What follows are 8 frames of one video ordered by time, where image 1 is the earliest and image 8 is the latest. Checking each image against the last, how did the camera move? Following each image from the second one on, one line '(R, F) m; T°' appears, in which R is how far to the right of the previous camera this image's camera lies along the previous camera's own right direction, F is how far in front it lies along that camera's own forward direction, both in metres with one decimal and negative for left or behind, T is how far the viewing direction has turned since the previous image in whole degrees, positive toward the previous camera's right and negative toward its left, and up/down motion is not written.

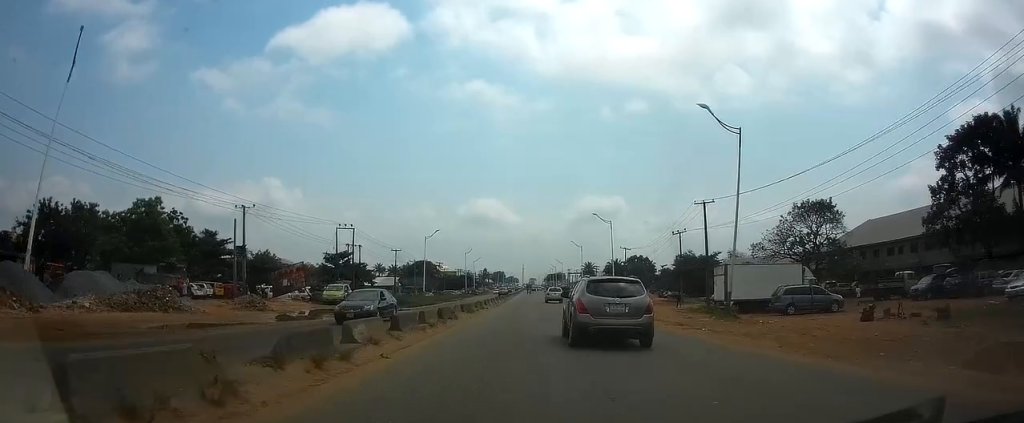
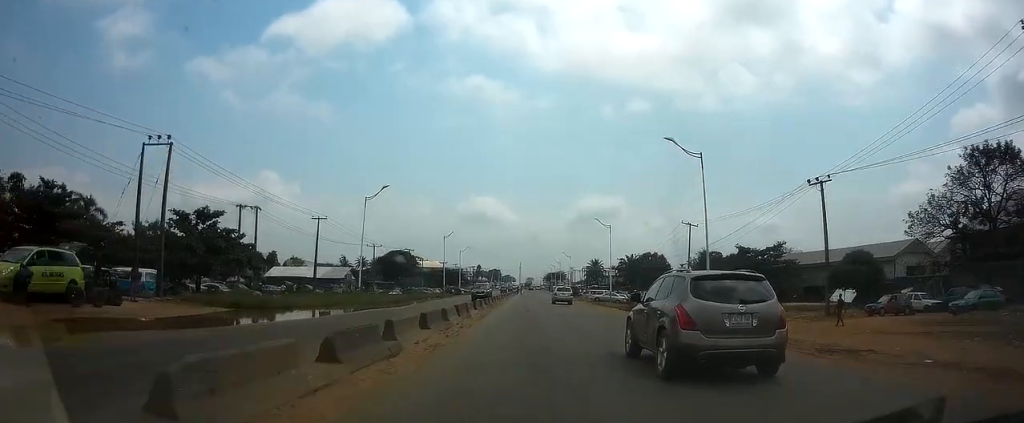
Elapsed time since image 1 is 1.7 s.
(+0.1, +36.3) m; +1°
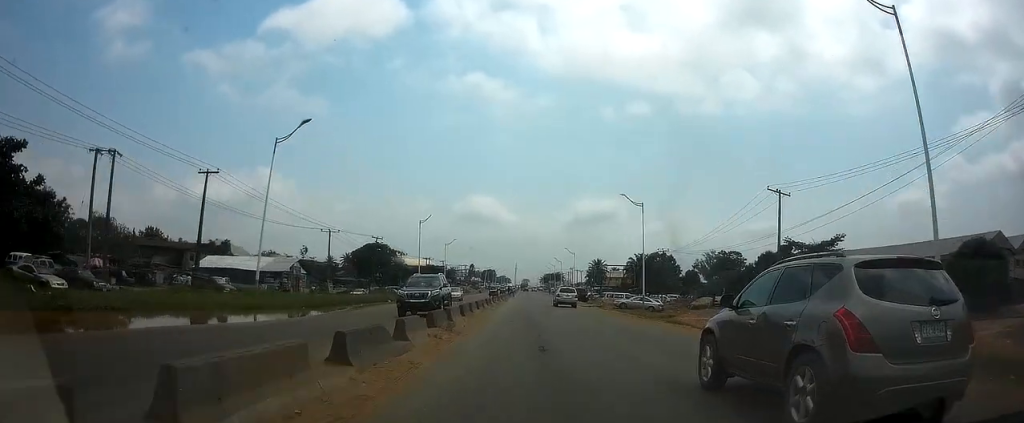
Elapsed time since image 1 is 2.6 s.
(+0.1, +21.3) m; 0°
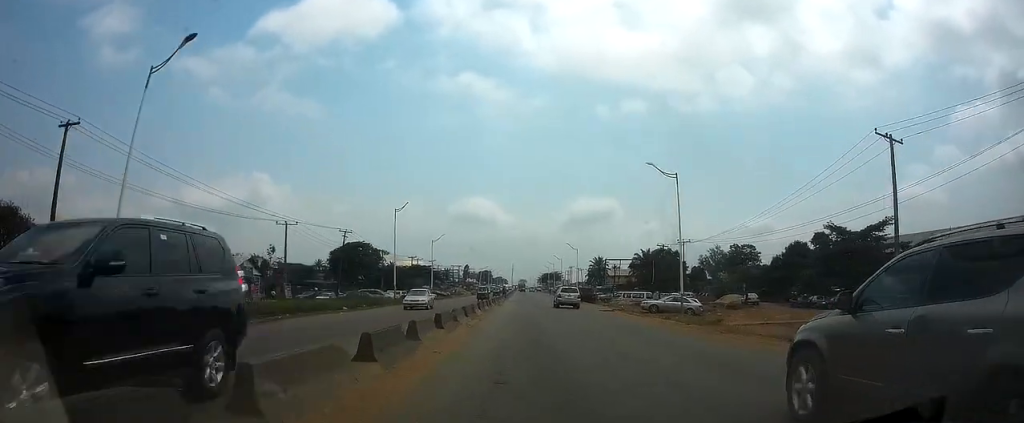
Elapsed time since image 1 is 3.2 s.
(0.0, +13.5) m; 0°
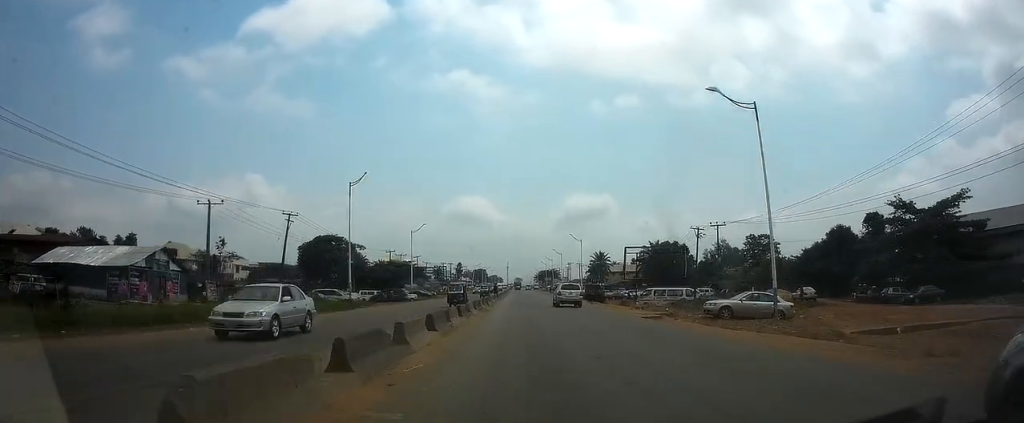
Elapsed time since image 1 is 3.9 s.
(0.0, +15.3) m; 0°
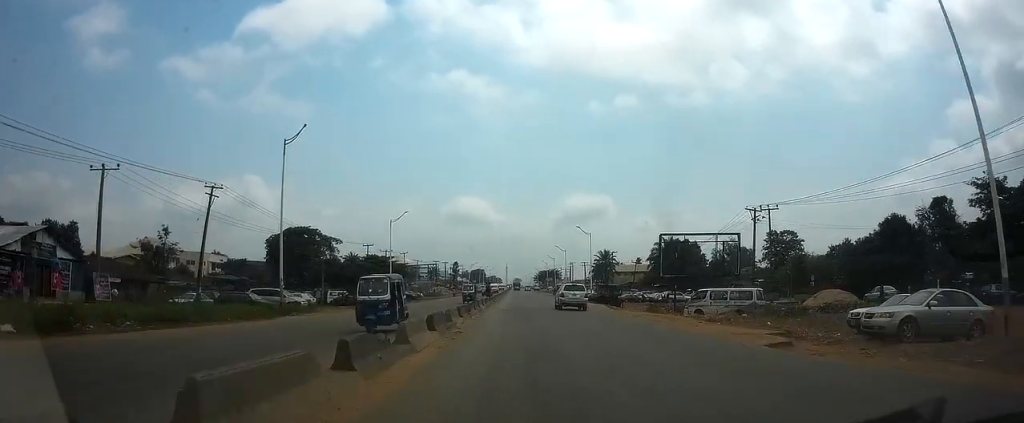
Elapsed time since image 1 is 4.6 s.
(0.0, +14.3) m; 0°
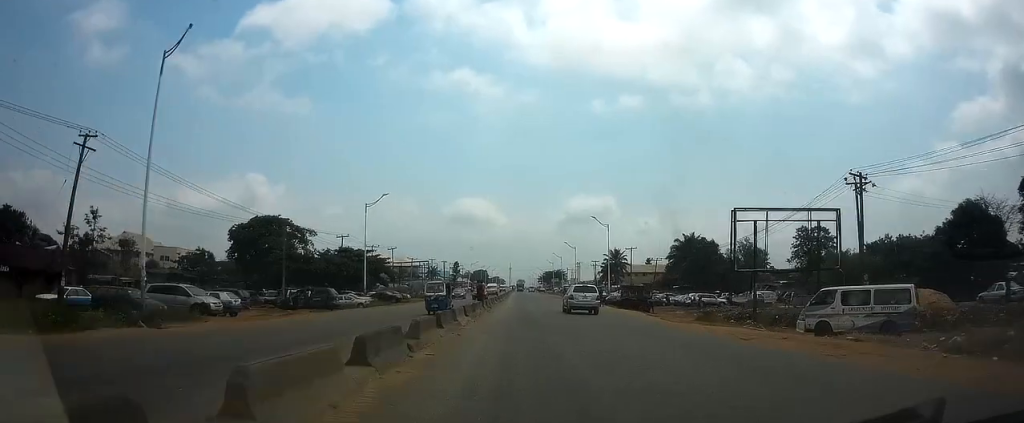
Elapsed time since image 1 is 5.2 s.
(0.0, +14.3) m; 0°
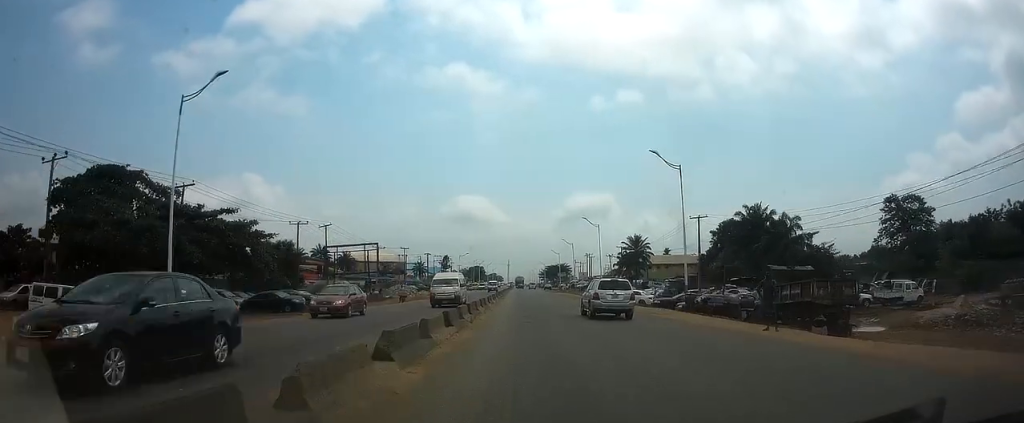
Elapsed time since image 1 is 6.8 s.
(+0.1, +35.0) m; 0°
